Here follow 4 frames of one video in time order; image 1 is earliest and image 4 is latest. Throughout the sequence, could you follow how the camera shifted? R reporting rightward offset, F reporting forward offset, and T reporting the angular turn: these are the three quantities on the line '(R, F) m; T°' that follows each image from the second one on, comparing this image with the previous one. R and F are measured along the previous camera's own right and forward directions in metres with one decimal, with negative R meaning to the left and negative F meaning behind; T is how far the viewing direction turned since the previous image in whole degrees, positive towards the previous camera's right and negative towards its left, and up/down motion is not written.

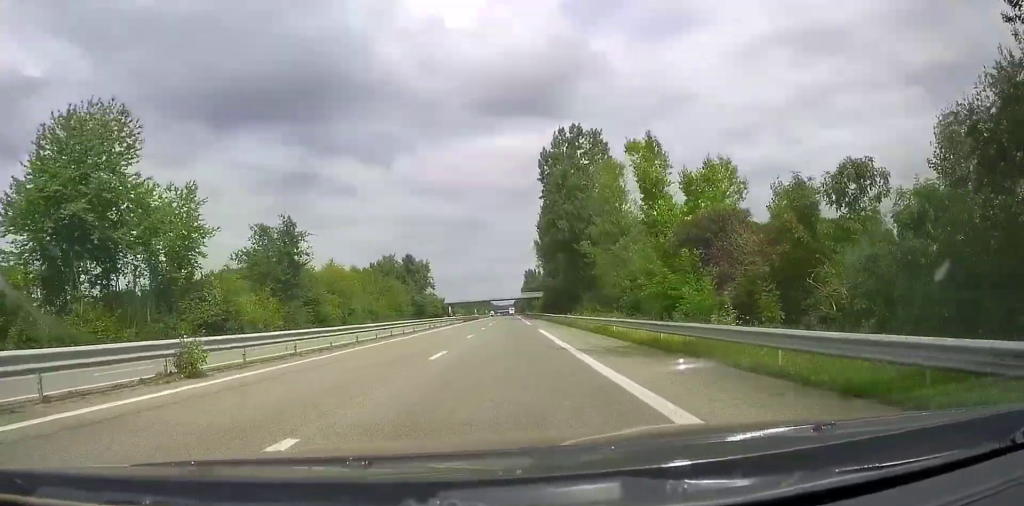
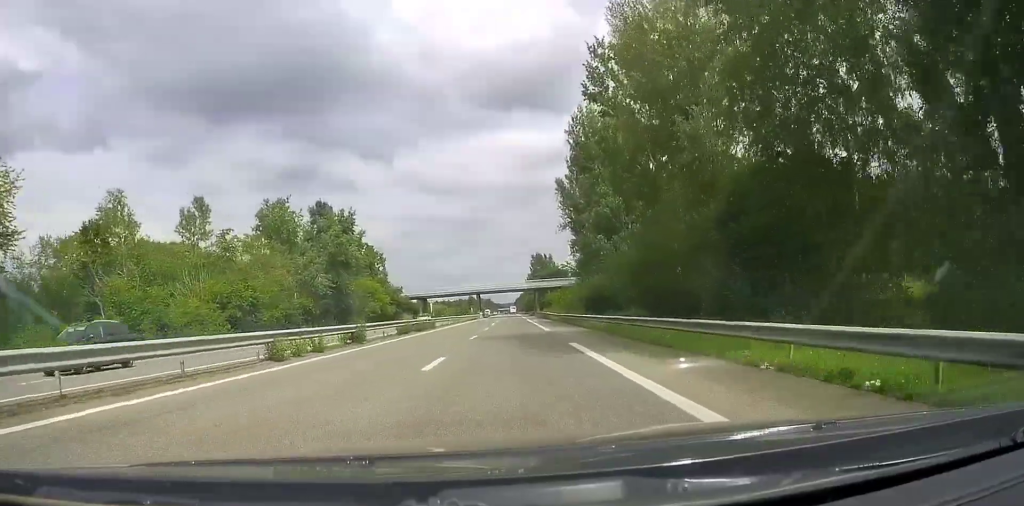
(-0.2, +67.4) m; -1°
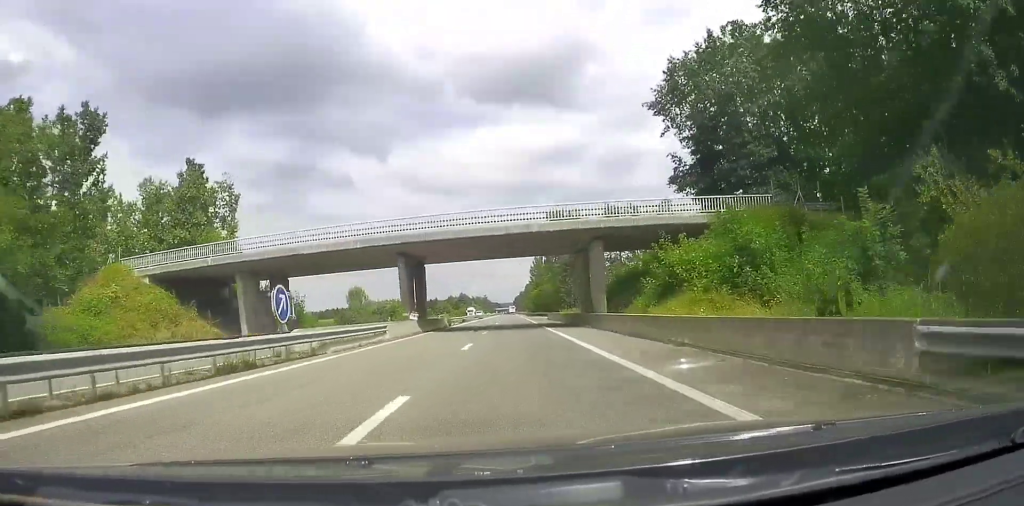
(-0.4, +83.6) m; 0°
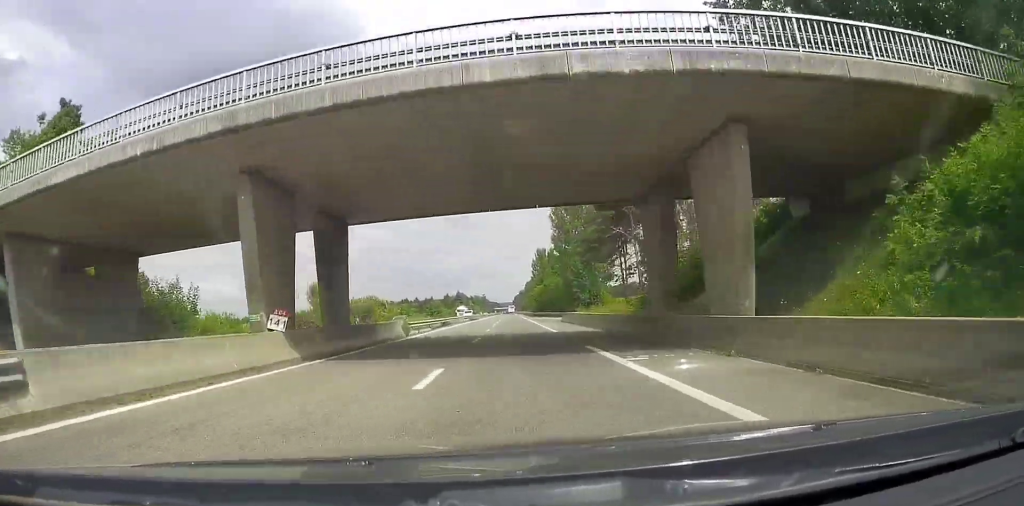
(0.0, +22.2) m; 0°
